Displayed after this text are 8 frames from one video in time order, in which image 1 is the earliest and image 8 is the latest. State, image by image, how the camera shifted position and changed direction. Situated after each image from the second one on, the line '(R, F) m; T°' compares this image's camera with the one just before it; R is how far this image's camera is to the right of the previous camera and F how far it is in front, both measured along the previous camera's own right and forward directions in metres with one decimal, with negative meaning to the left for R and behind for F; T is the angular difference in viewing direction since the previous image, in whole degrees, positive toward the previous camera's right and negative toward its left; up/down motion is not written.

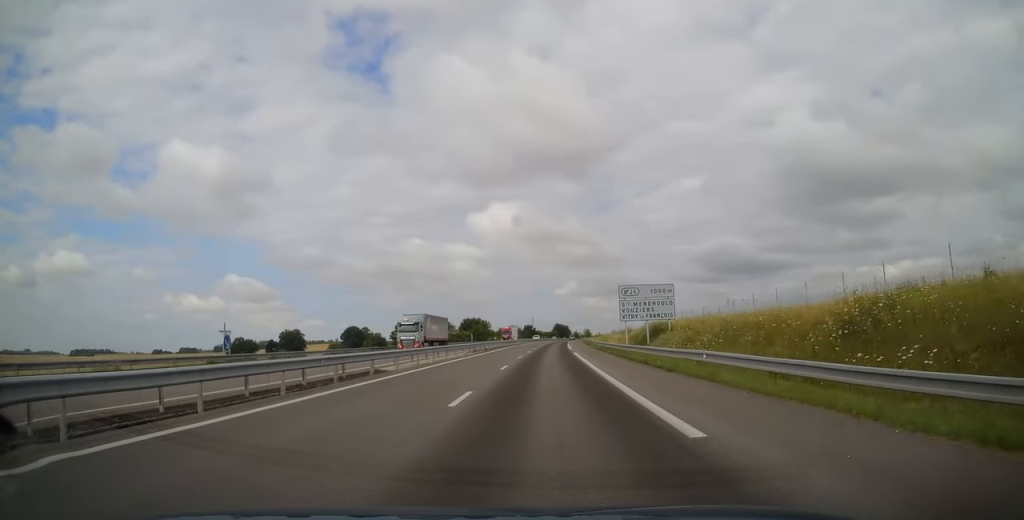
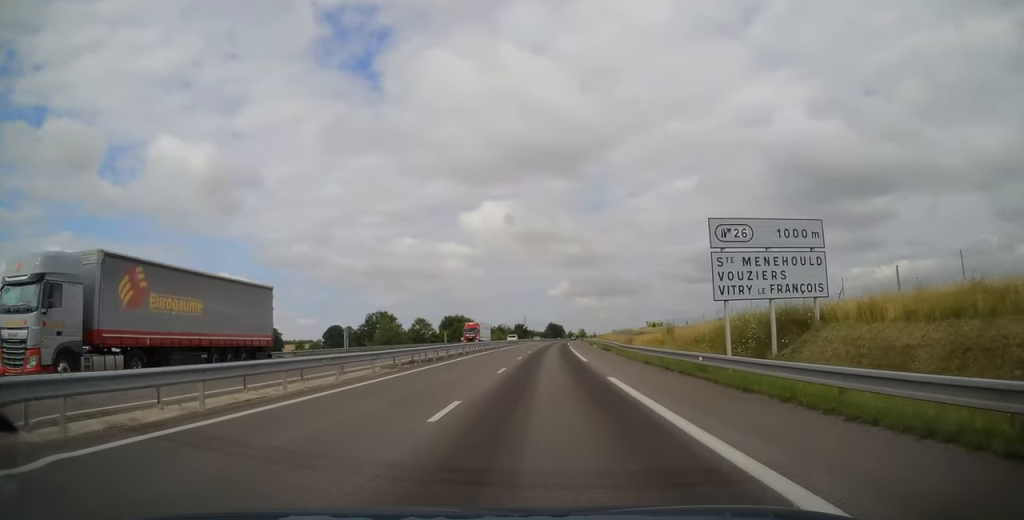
(+0.1, +27.9) m; +1°
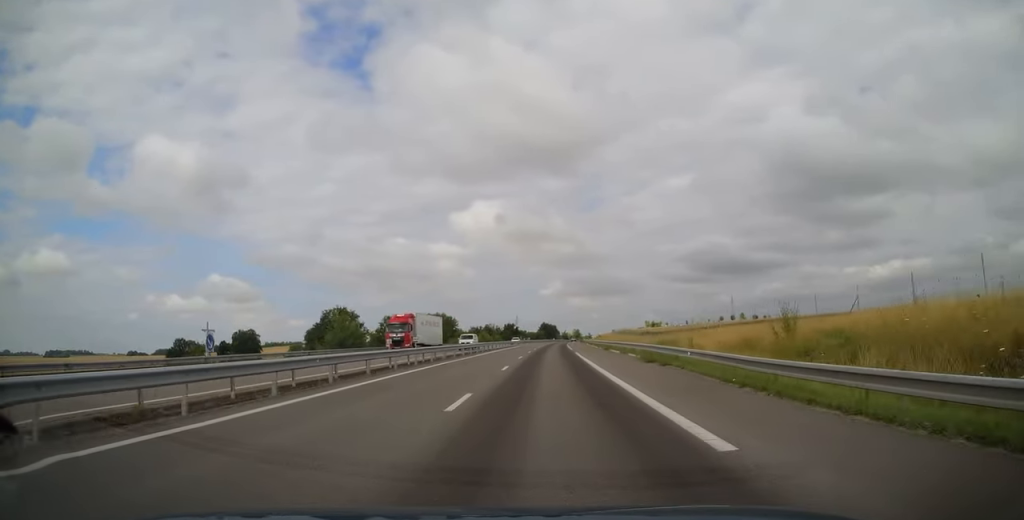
(+0.3, +24.4) m; +1°
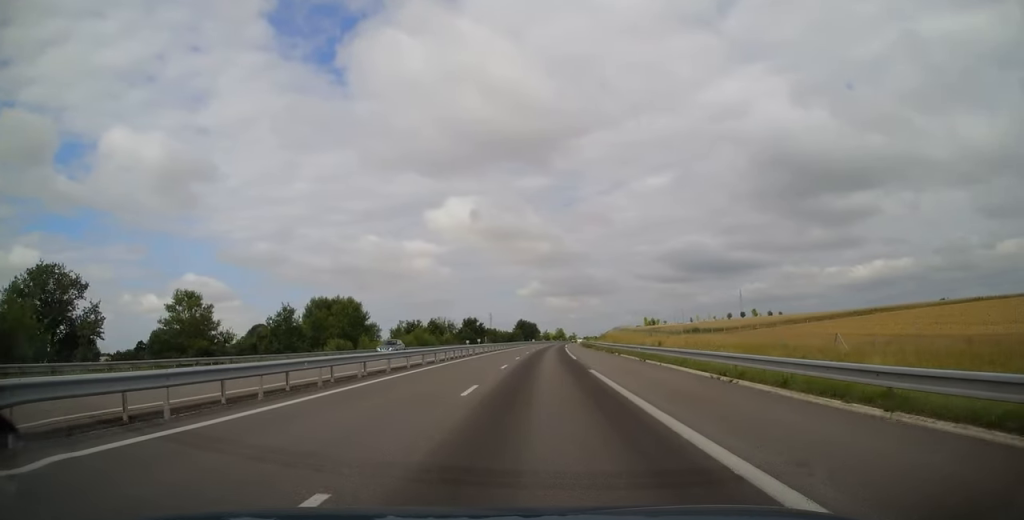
(+0.2, +72.0) m; +1°
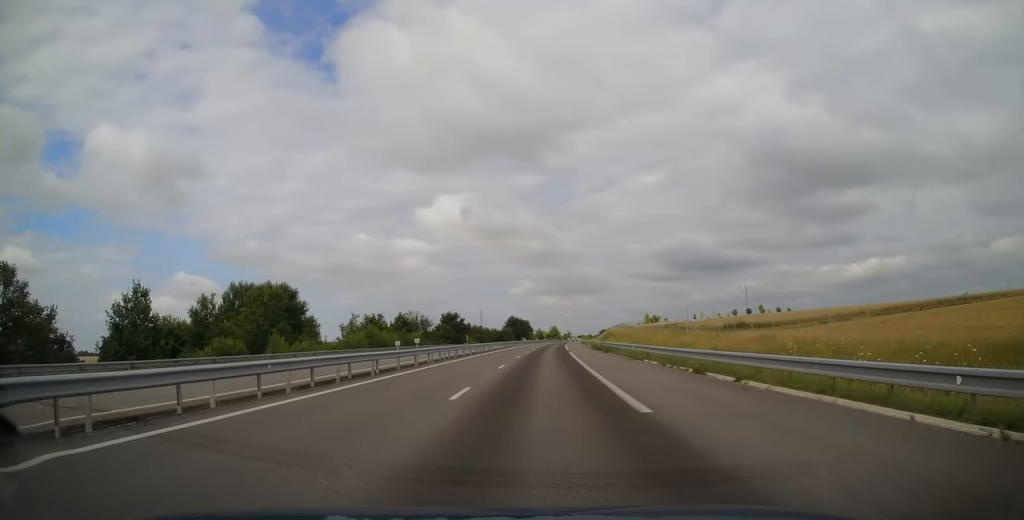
(+0.4, +26.0) m; +1°
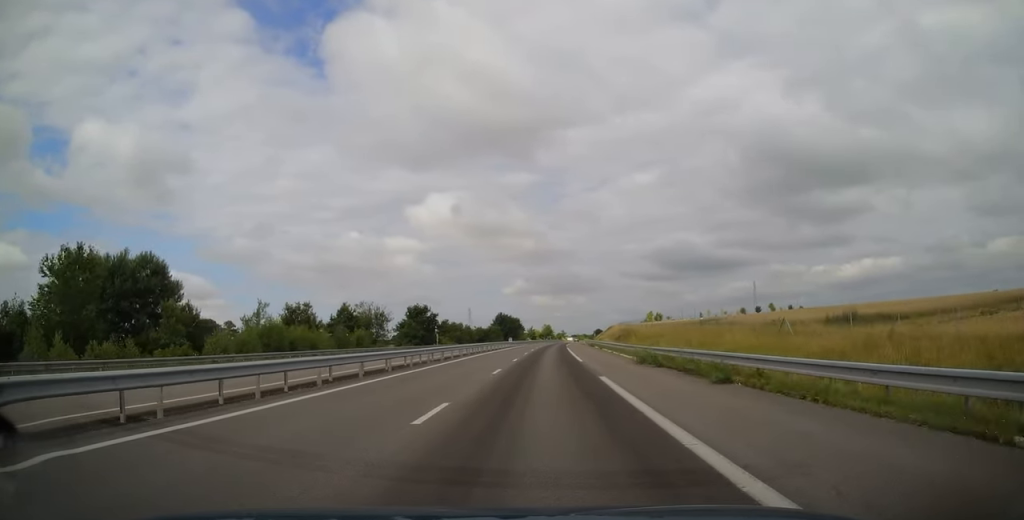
(+0.2, +29.9) m; 0°
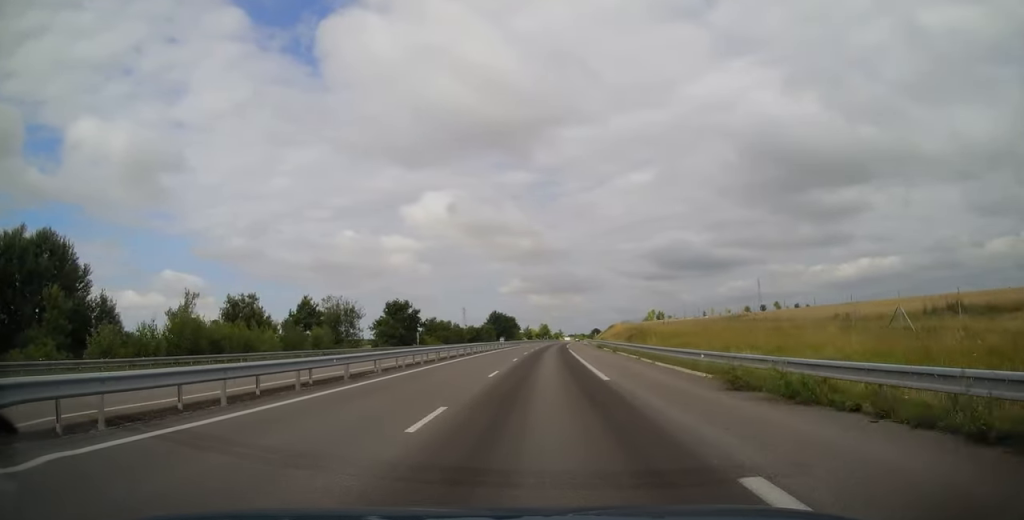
(0.0, +13.7) m; 0°
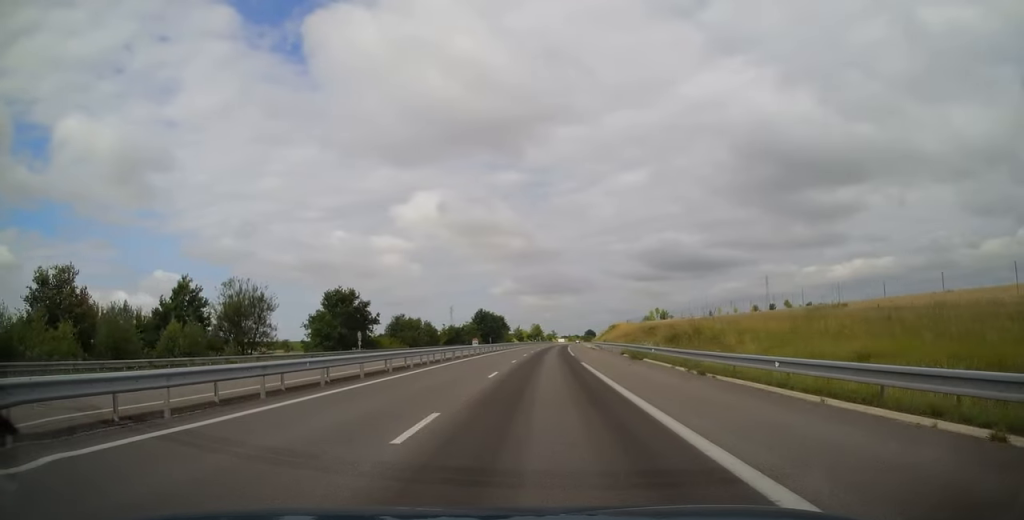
(0.0, +26.0) m; +1°
